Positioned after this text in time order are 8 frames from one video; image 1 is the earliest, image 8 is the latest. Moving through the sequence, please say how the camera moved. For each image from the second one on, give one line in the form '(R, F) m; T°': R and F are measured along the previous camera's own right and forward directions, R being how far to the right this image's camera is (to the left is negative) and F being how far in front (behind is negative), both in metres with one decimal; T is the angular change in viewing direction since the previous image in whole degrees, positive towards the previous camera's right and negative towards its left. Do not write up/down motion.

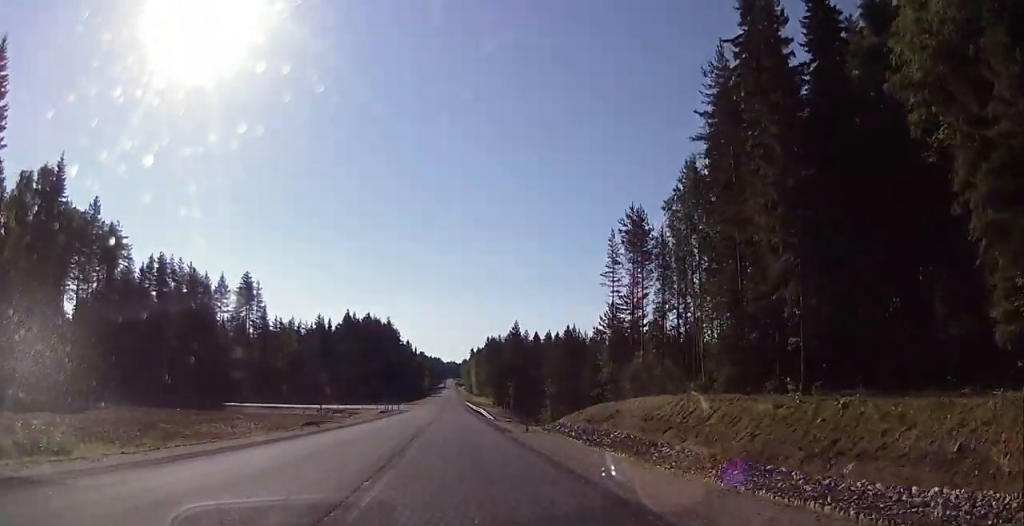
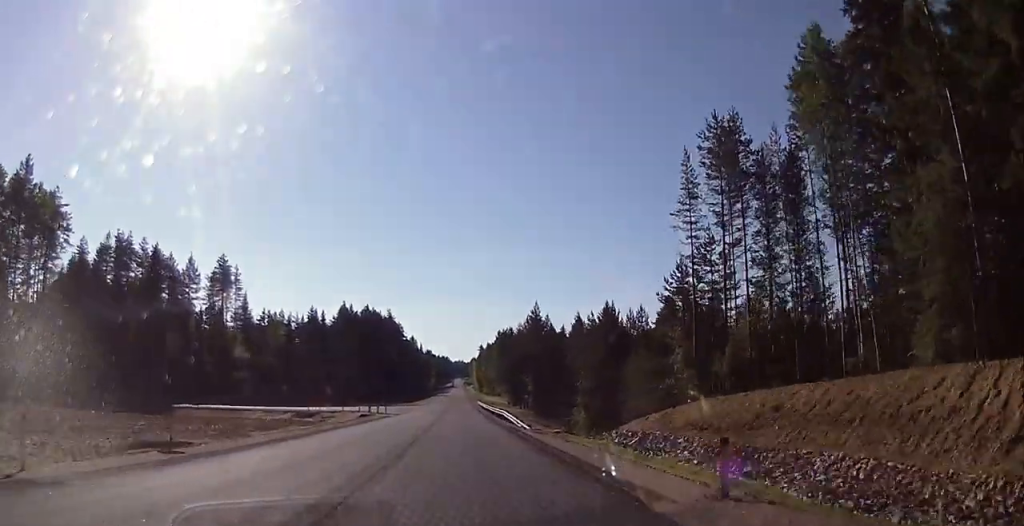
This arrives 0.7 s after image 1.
(-1.2, +22.2) m; 0°
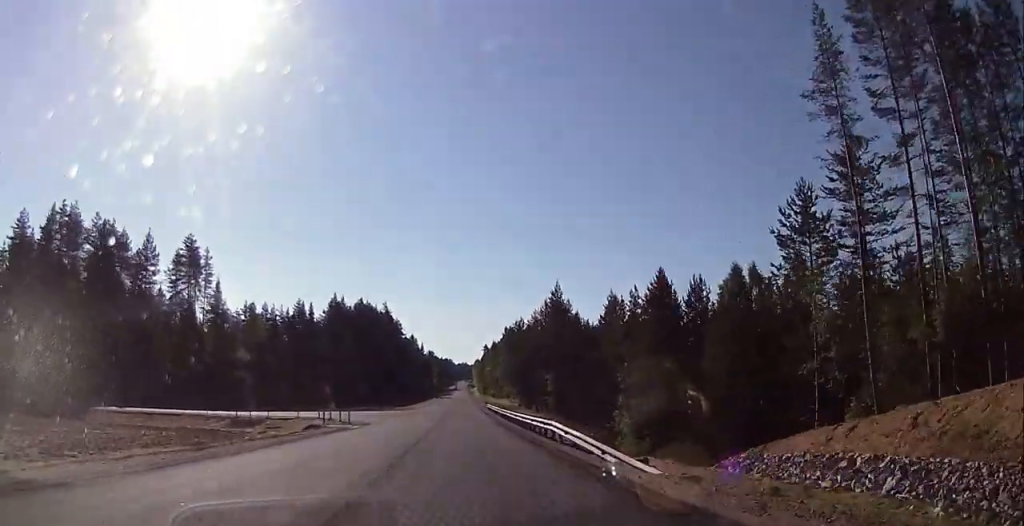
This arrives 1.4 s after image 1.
(0.0, +20.2) m; 0°
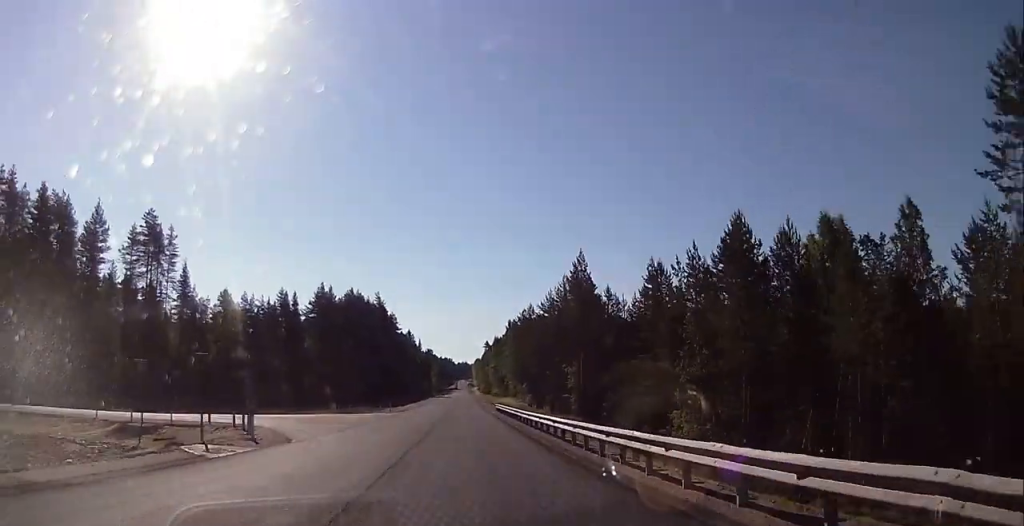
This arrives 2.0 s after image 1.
(+0.9, +17.3) m; 0°
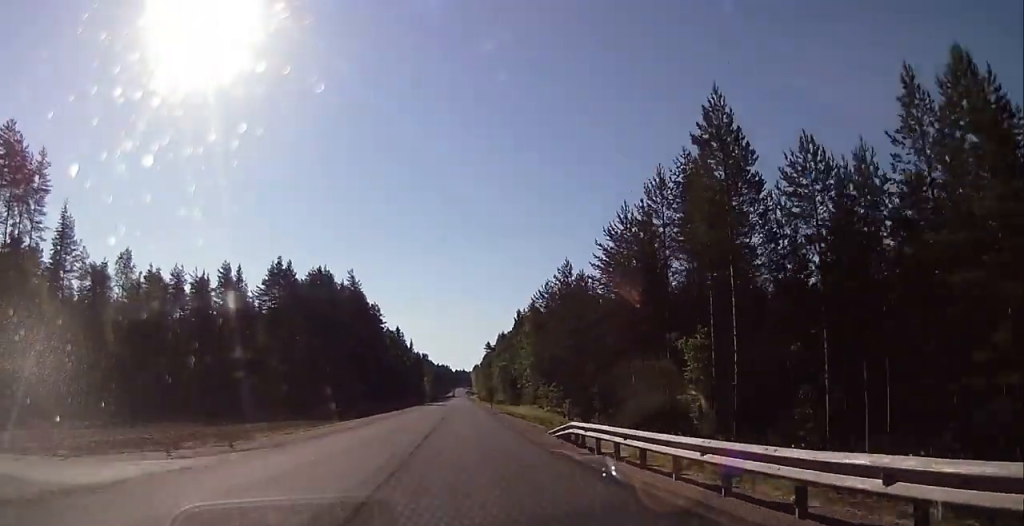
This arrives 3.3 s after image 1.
(-2.2, +40.0) m; -3°
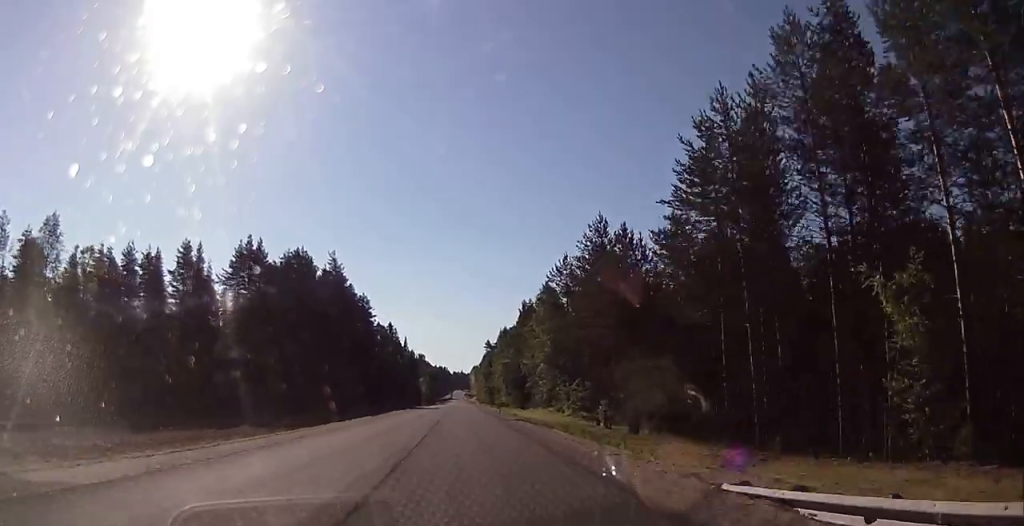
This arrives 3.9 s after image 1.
(-0.1, +18.7) m; +1°
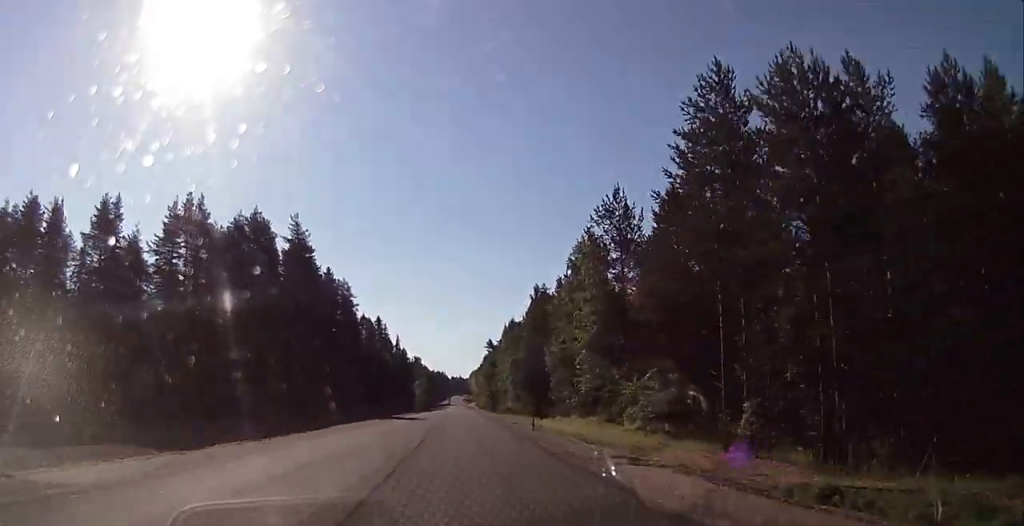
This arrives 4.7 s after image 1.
(+0.4, +27.3) m; +1°
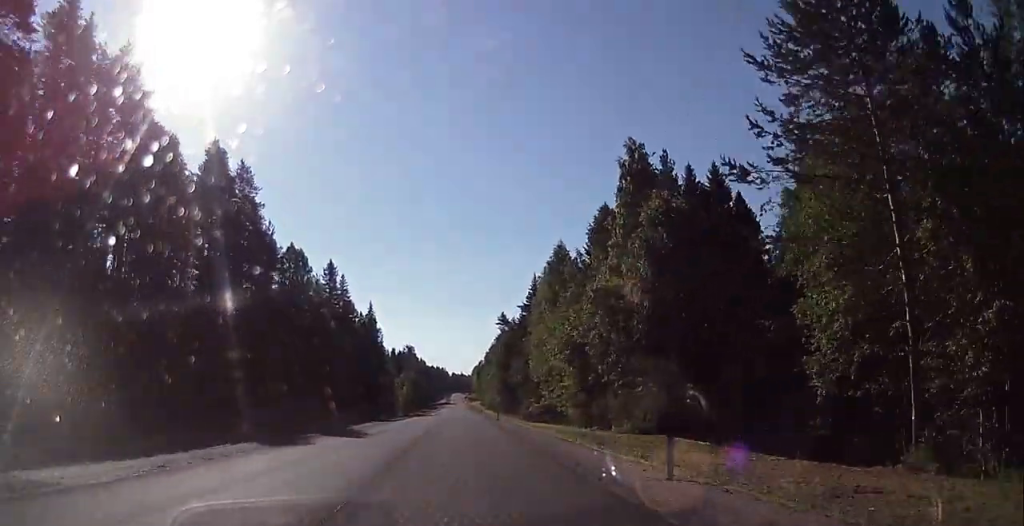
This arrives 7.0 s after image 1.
(+1.5, +71.0) m; +2°
